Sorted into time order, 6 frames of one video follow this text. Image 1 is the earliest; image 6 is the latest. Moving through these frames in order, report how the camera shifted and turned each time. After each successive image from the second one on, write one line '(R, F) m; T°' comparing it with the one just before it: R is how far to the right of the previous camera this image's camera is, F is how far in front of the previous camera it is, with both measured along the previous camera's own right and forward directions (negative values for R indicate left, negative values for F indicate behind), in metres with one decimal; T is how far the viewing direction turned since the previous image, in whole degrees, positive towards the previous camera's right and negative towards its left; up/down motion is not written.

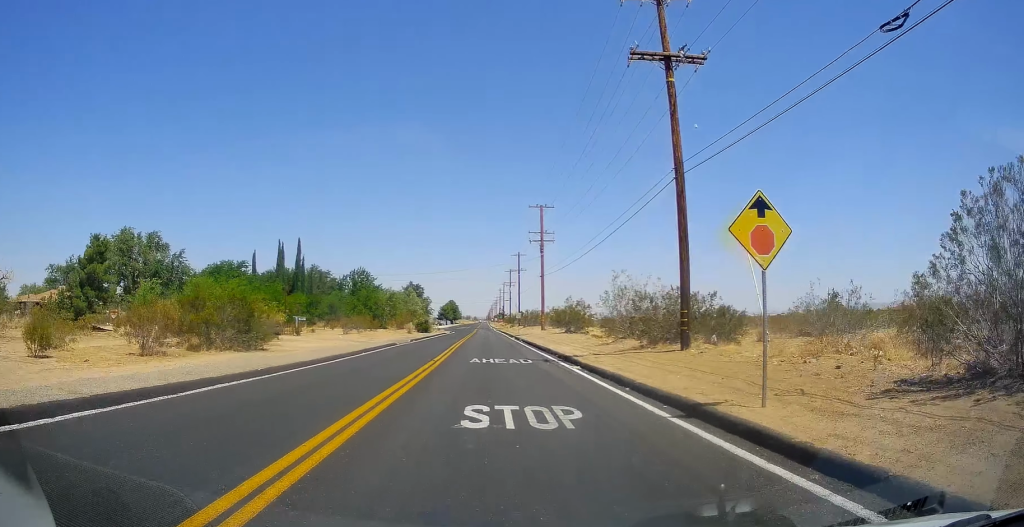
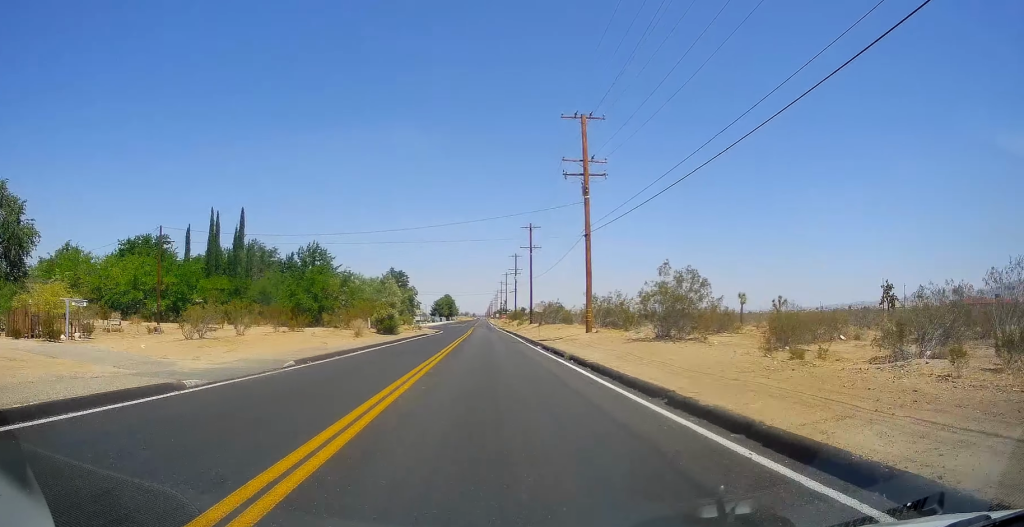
(0.0, +27.3) m; 0°
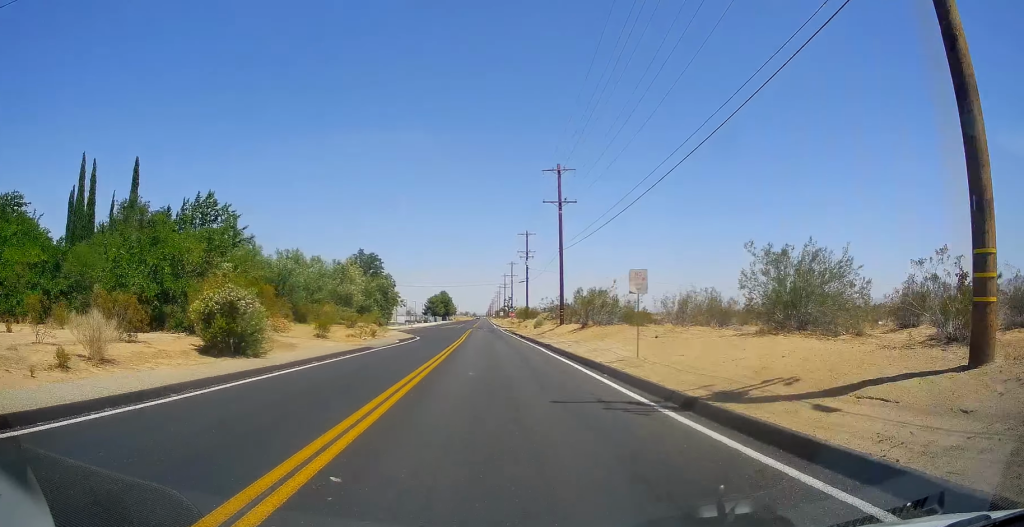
(0.0, +48.9) m; 0°
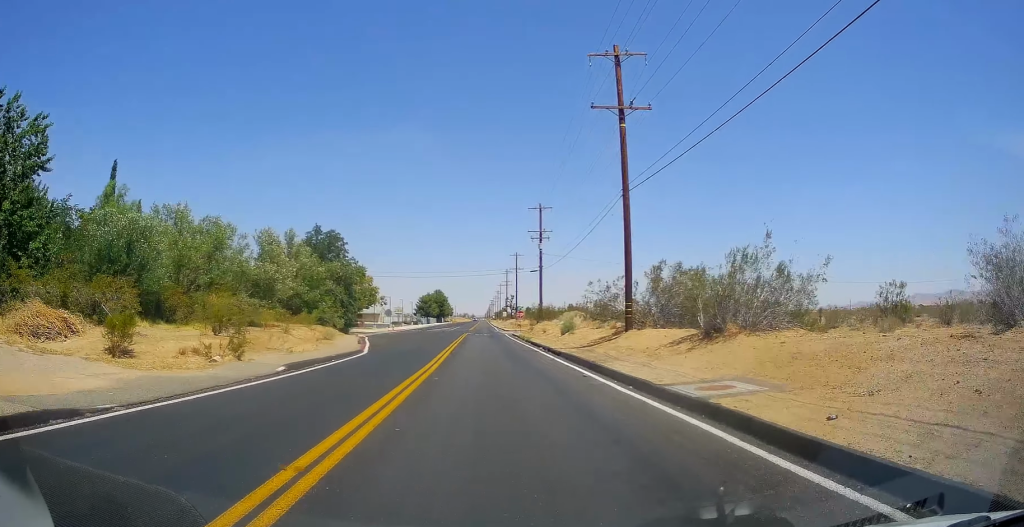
(0.0, +23.4) m; 0°
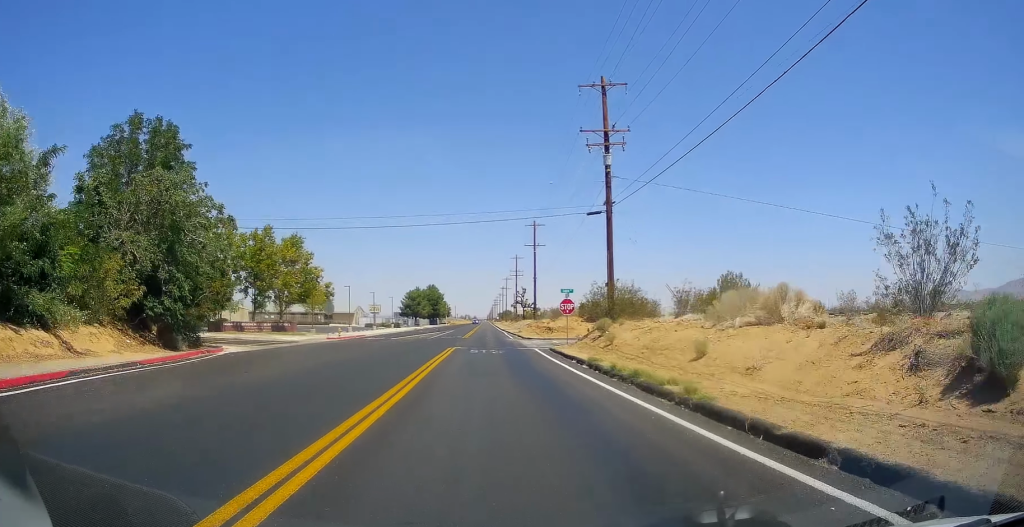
(0.0, +38.8) m; -1°
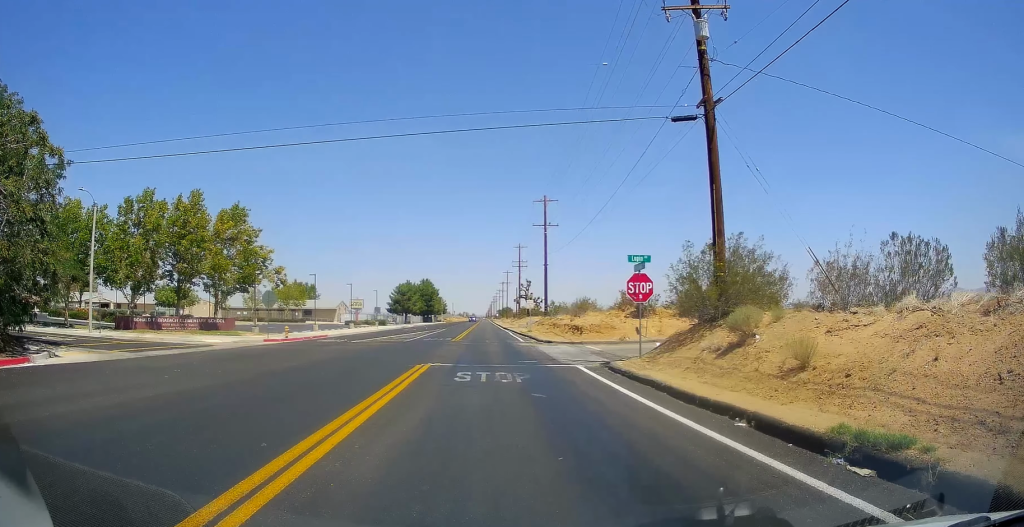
(0.0, +17.5) m; -1°
